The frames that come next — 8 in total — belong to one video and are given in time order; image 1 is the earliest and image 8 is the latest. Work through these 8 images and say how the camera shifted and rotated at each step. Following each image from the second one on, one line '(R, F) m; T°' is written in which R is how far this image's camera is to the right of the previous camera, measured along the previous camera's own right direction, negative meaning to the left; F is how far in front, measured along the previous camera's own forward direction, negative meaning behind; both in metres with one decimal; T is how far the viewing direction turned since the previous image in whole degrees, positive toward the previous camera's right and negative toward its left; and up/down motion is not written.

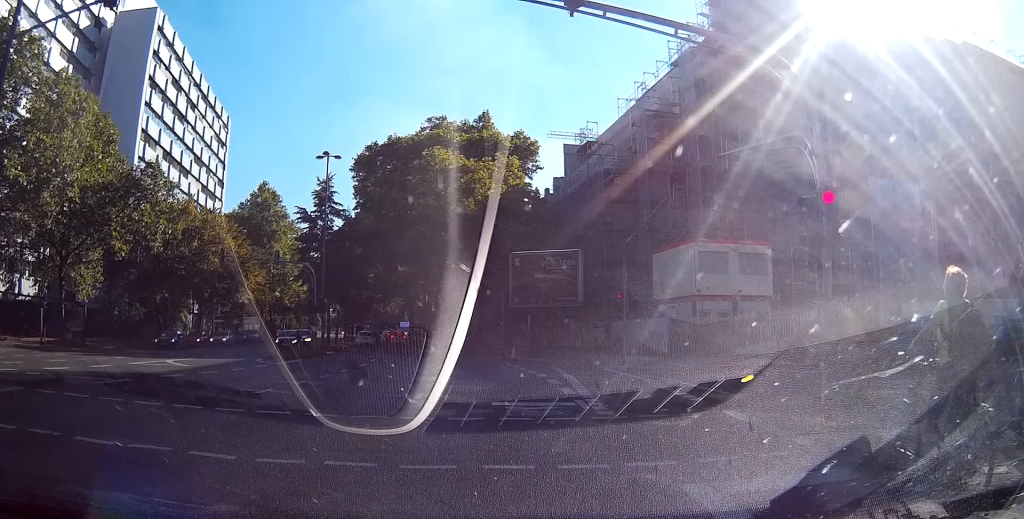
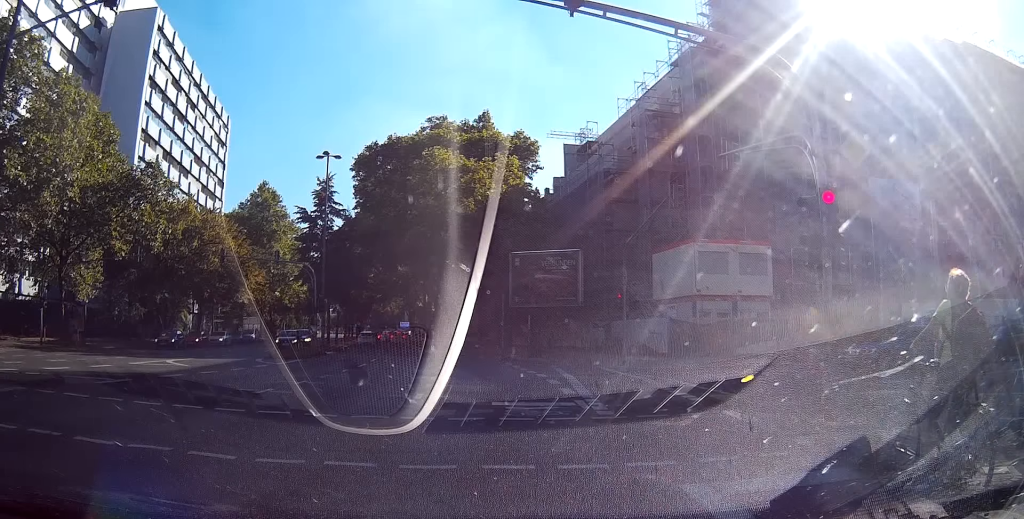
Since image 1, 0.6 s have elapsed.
(0.0, 0.0) m; 0°
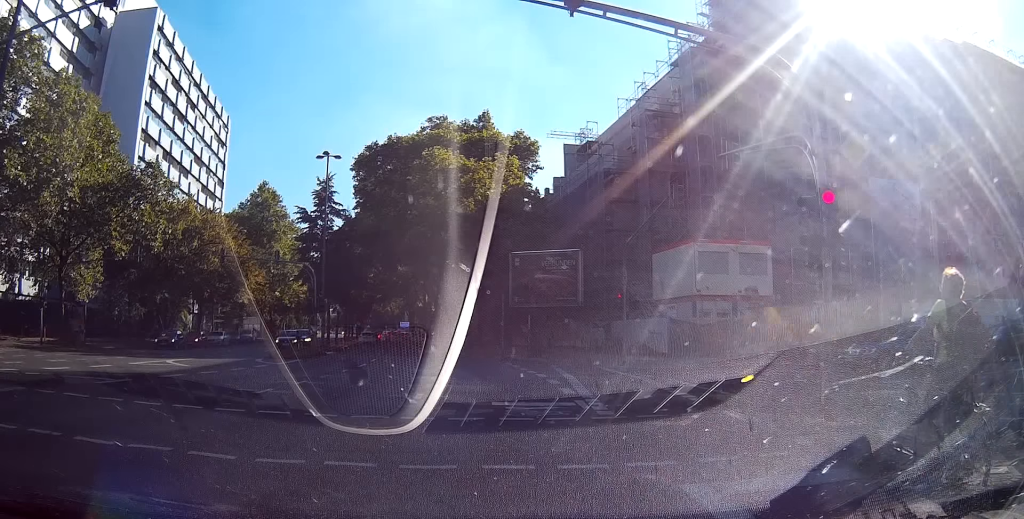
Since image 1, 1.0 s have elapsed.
(0.0, 0.0) m; 0°
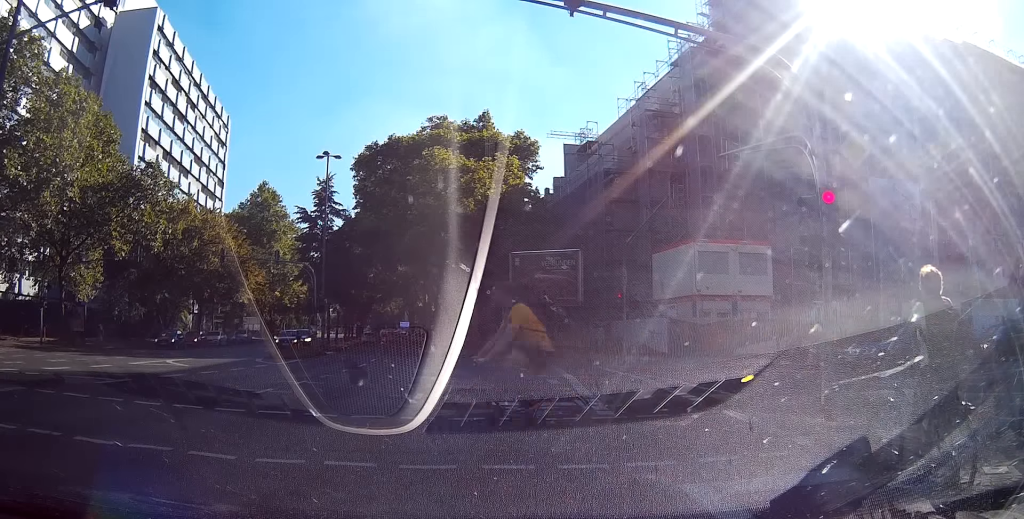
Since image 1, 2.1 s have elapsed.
(0.0, 0.0) m; 0°
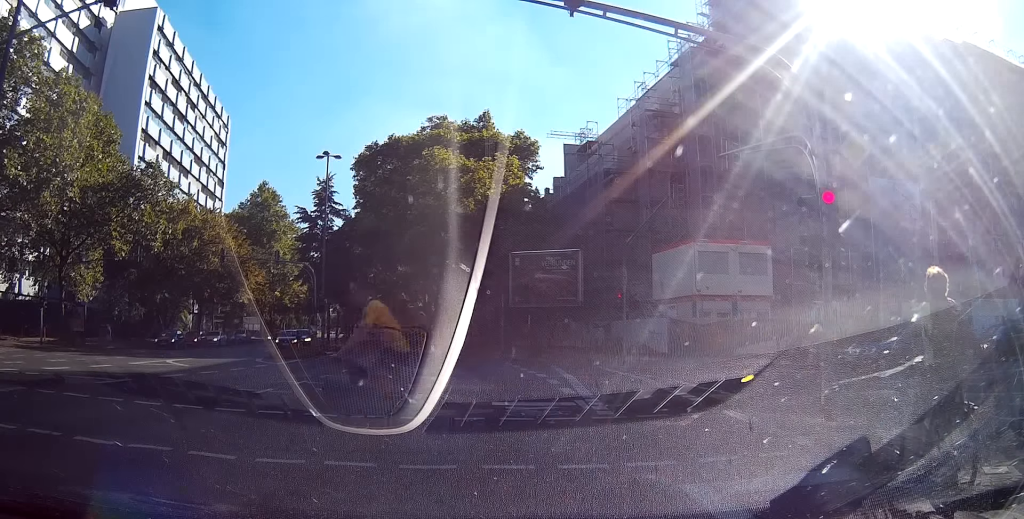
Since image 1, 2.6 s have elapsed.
(0.0, 0.0) m; 0°
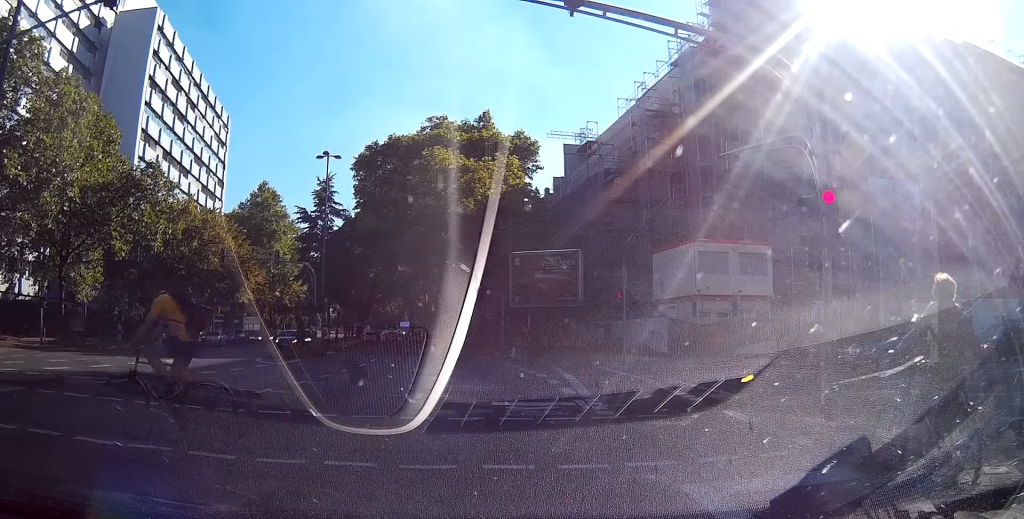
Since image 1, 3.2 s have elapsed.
(0.0, 0.0) m; 0°
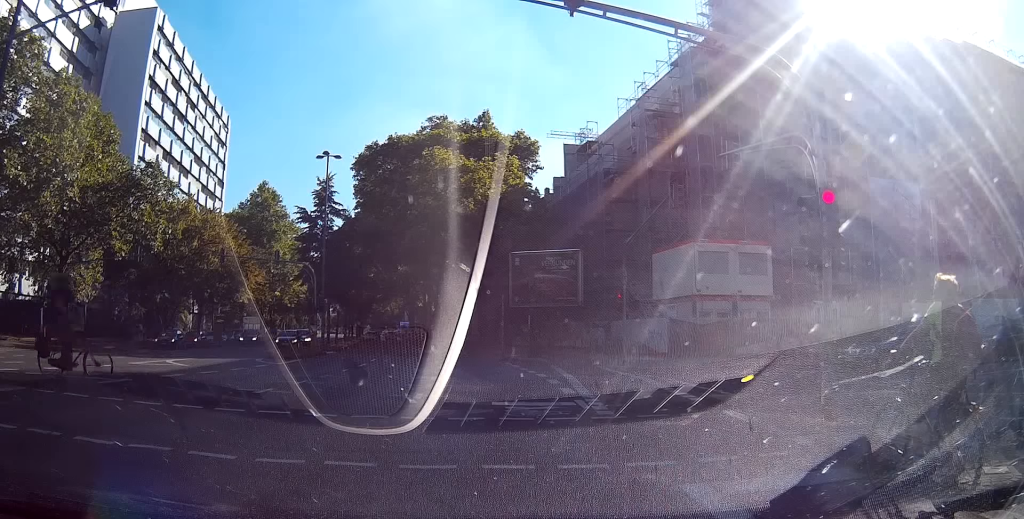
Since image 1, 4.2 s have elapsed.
(0.0, 0.0) m; 0°
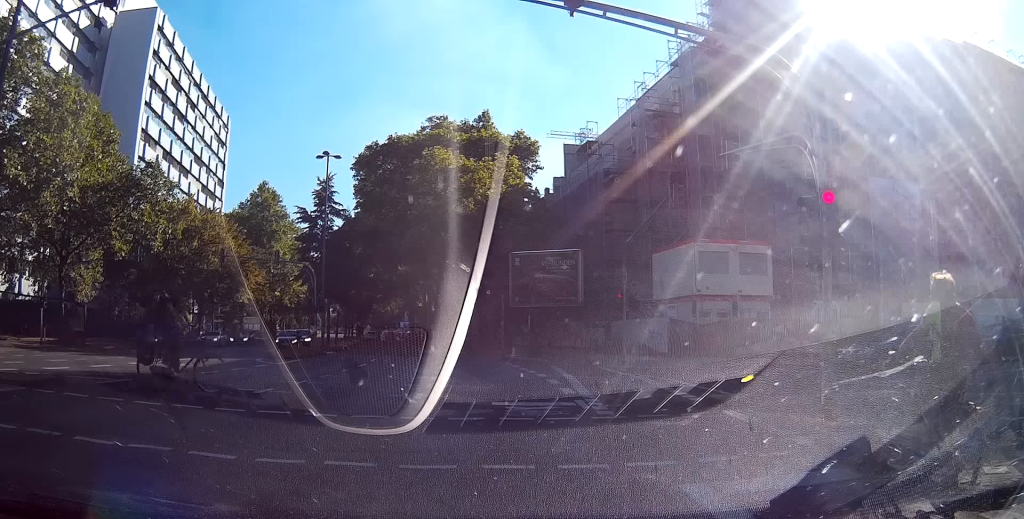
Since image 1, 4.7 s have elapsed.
(0.0, 0.0) m; 0°
